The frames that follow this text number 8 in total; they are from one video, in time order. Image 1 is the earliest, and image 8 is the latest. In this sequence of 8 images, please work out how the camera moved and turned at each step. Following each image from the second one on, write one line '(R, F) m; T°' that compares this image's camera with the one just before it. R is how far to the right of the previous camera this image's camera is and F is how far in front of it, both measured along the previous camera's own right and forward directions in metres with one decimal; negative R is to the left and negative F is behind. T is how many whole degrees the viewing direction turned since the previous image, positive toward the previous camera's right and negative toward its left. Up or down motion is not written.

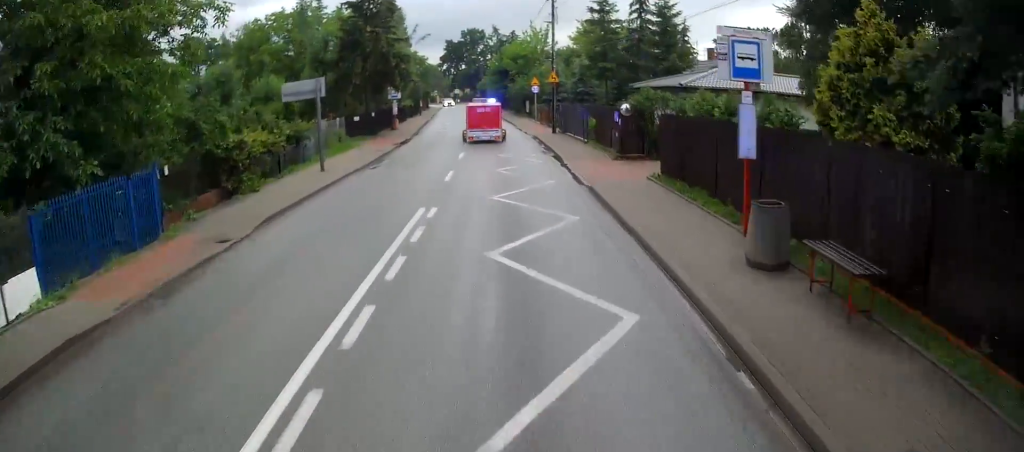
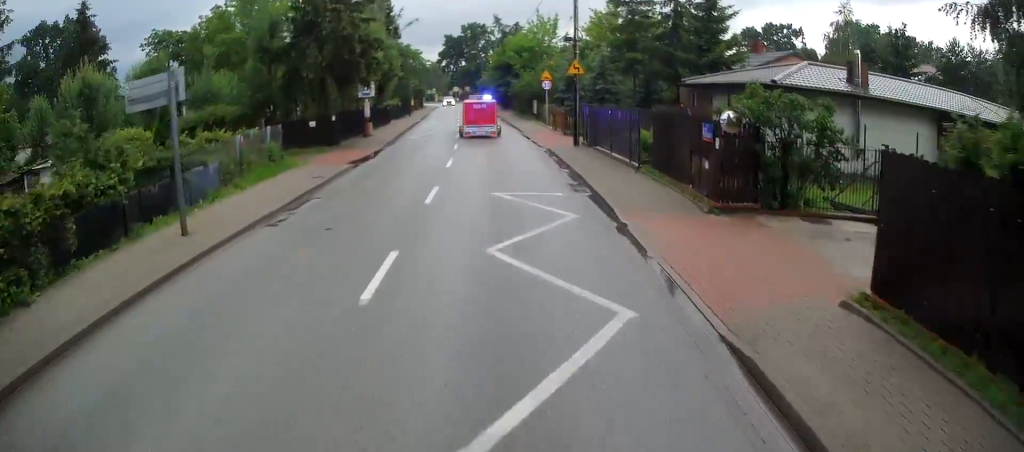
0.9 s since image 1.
(0.0, +9.6) m; +1°
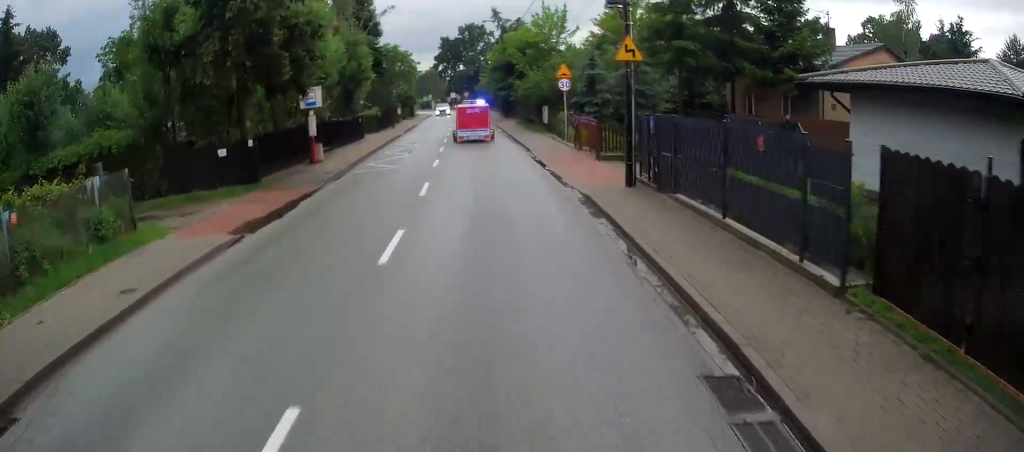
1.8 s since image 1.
(+0.3, +10.0) m; +1°
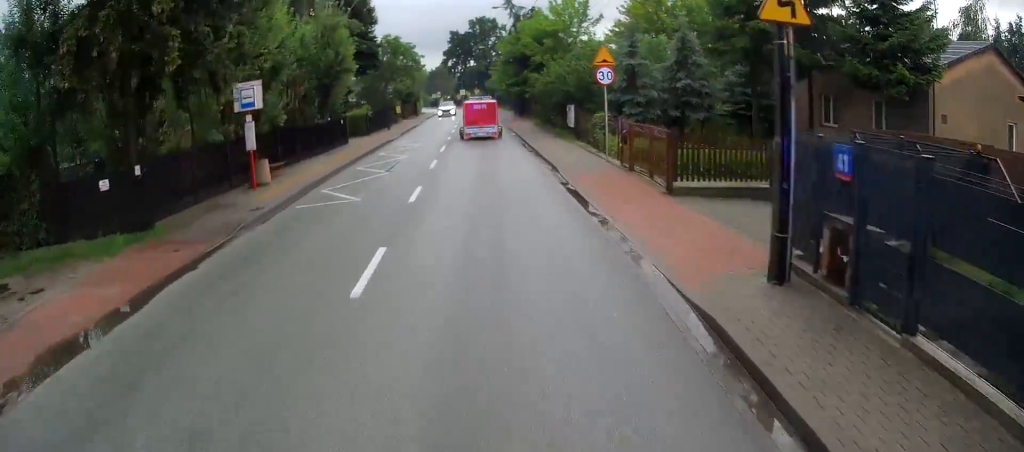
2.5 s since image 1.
(-0.1, +7.2) m; -1°
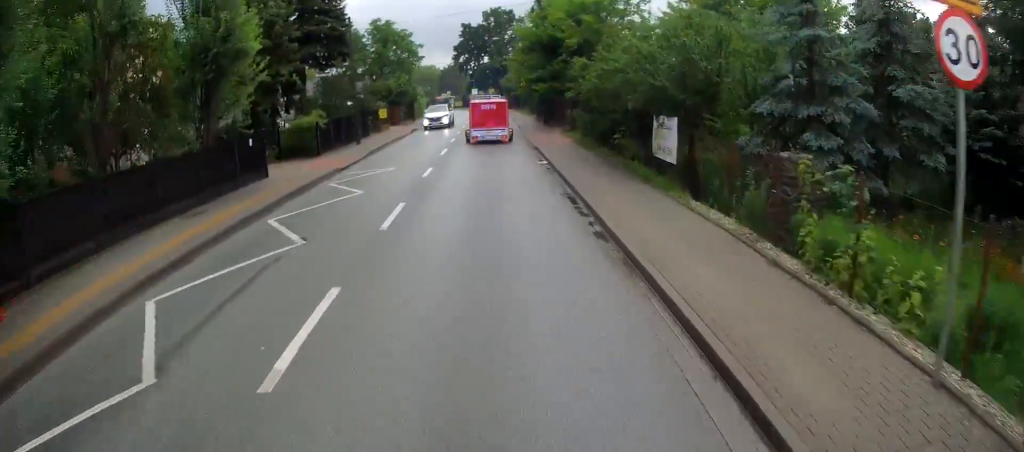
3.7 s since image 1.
(-0.3, +13.9) m; -1°
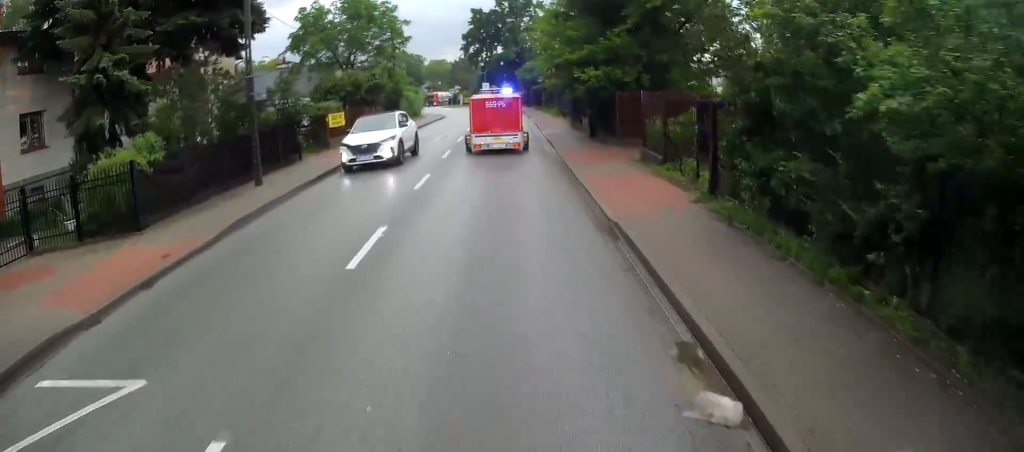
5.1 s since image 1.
(+0.2, +15.4) m; +1°
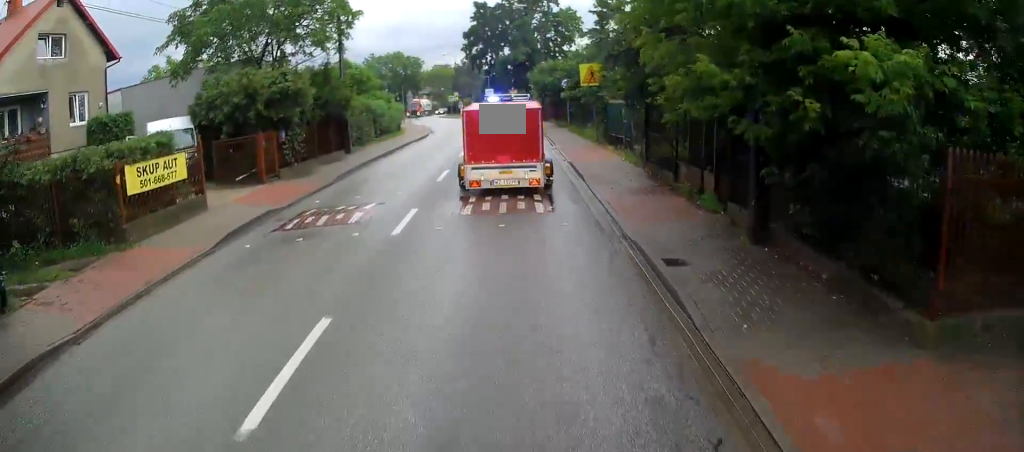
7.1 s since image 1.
(+0.1, +17.9) m; +1°
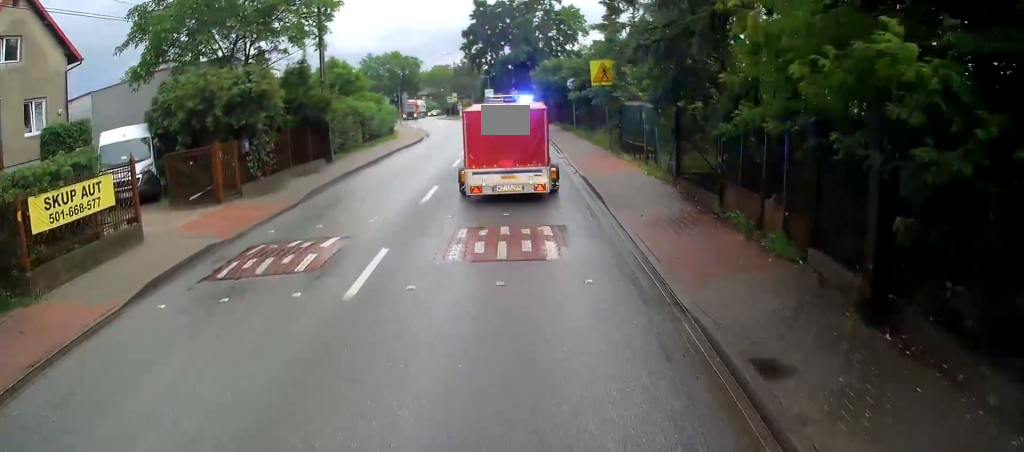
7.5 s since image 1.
(0.0, +3.5) m; -1°
